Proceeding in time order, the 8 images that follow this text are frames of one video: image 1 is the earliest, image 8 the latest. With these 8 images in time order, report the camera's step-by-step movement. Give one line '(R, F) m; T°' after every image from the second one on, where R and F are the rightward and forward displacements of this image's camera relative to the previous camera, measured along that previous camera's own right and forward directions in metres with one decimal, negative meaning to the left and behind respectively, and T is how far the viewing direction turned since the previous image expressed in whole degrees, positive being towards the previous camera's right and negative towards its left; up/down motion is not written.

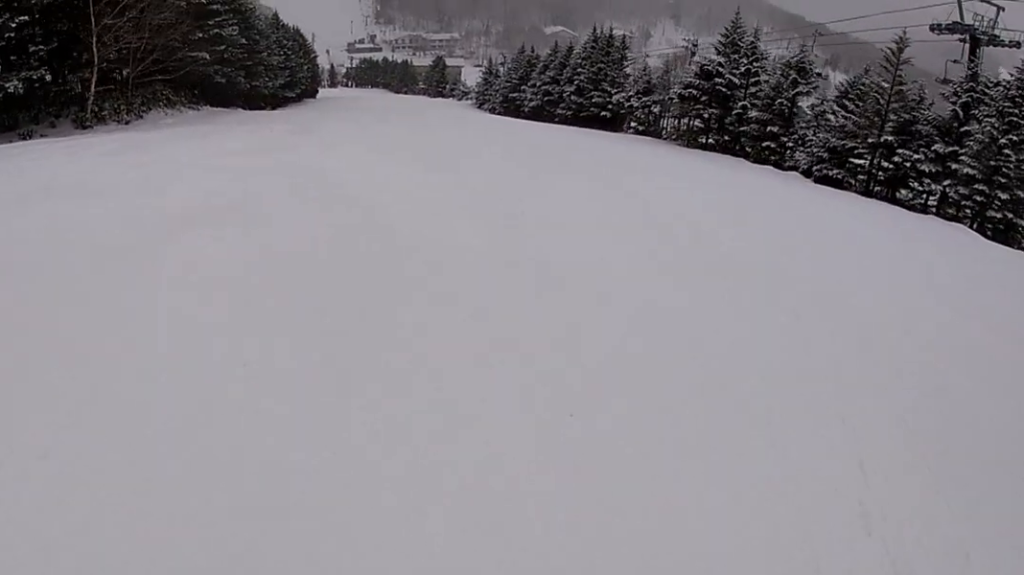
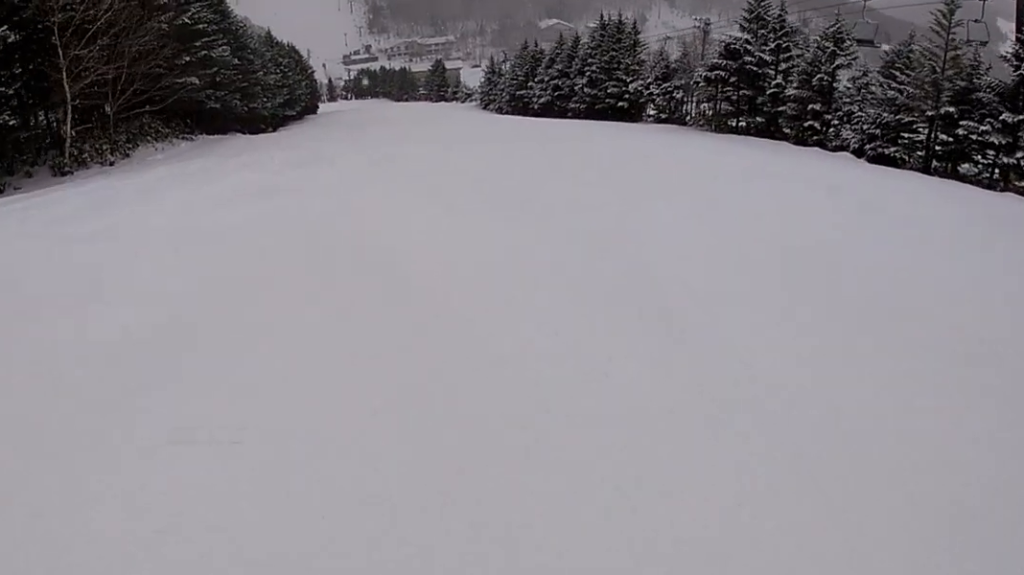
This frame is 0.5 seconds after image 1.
(-0.2, +3.3) m; +4°
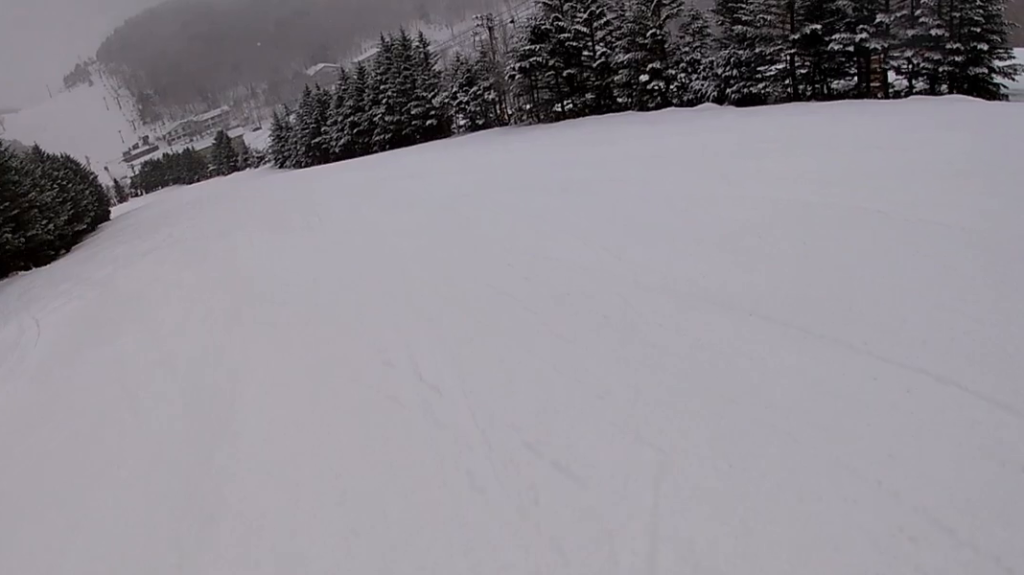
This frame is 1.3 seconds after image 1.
(+1.7, +6.3) m; +13°
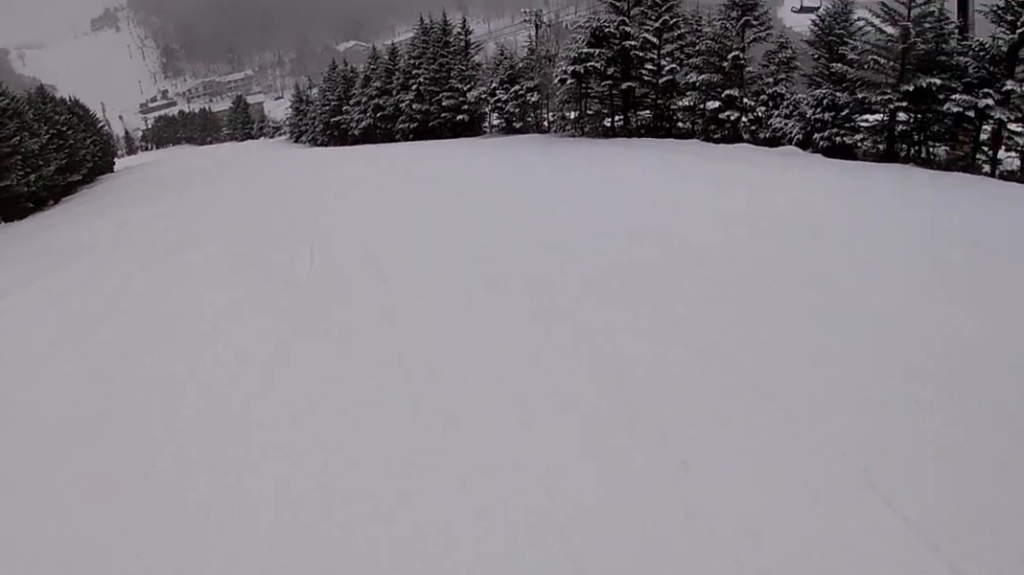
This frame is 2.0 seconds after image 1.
(-0.2, +4.6) m; -5°
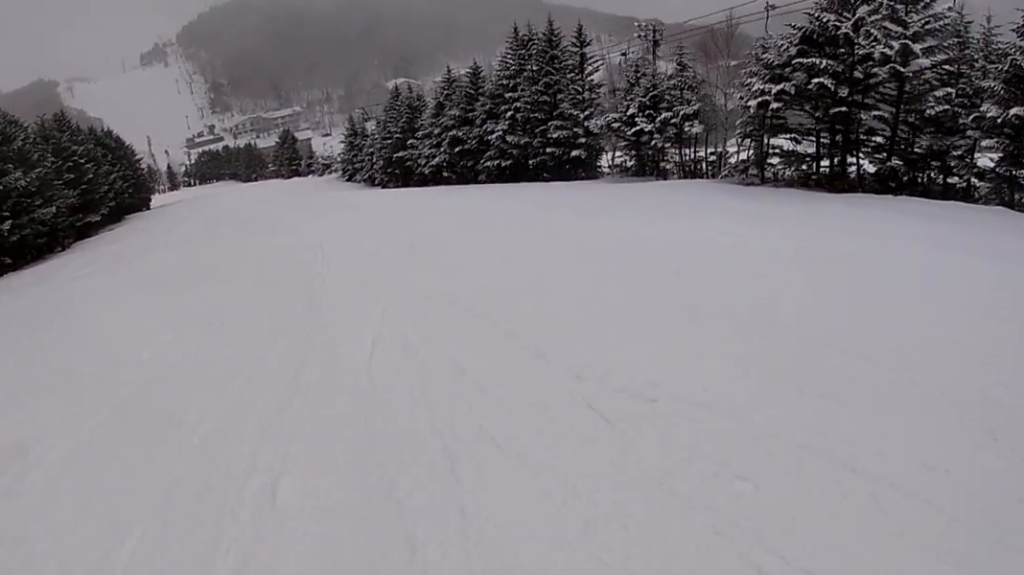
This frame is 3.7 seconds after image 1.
(-1.0, +12.9) m; -5°
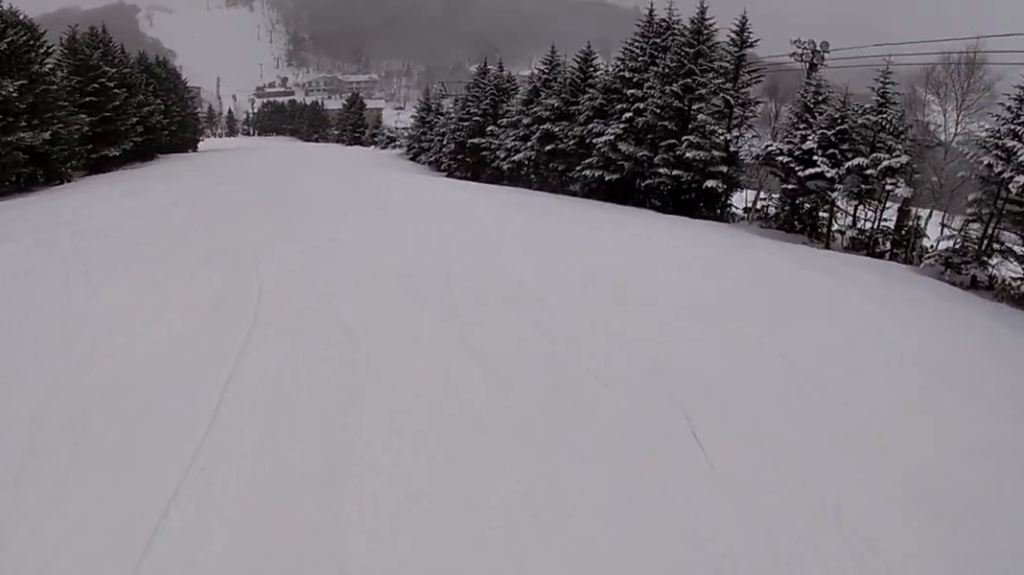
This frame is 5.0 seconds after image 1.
(-0.1, +9.4) m; -3°
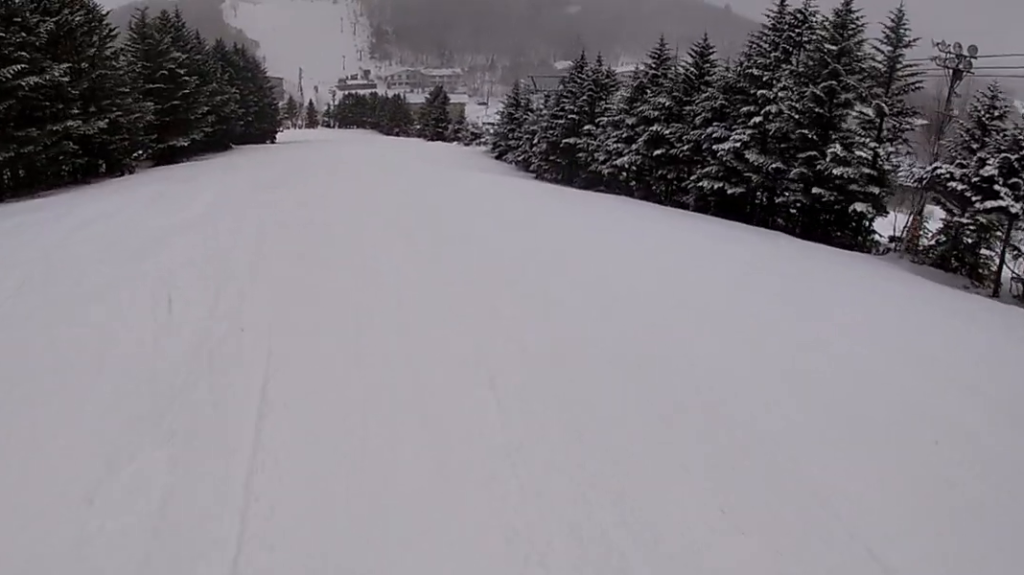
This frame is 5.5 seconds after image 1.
(-0.1, +4.4) m; -1°
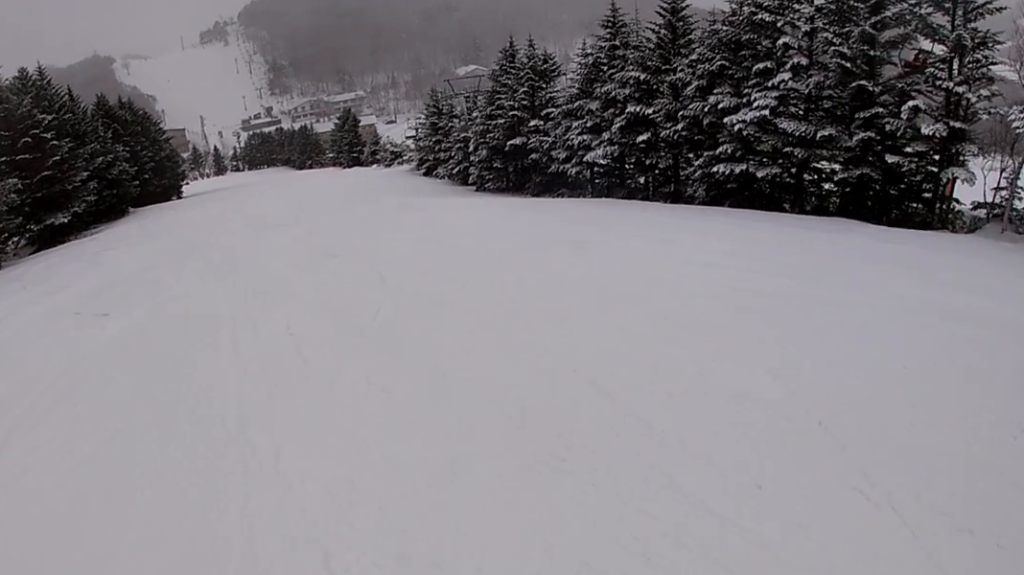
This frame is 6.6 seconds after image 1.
(0.0, +8.7) m; 0°
